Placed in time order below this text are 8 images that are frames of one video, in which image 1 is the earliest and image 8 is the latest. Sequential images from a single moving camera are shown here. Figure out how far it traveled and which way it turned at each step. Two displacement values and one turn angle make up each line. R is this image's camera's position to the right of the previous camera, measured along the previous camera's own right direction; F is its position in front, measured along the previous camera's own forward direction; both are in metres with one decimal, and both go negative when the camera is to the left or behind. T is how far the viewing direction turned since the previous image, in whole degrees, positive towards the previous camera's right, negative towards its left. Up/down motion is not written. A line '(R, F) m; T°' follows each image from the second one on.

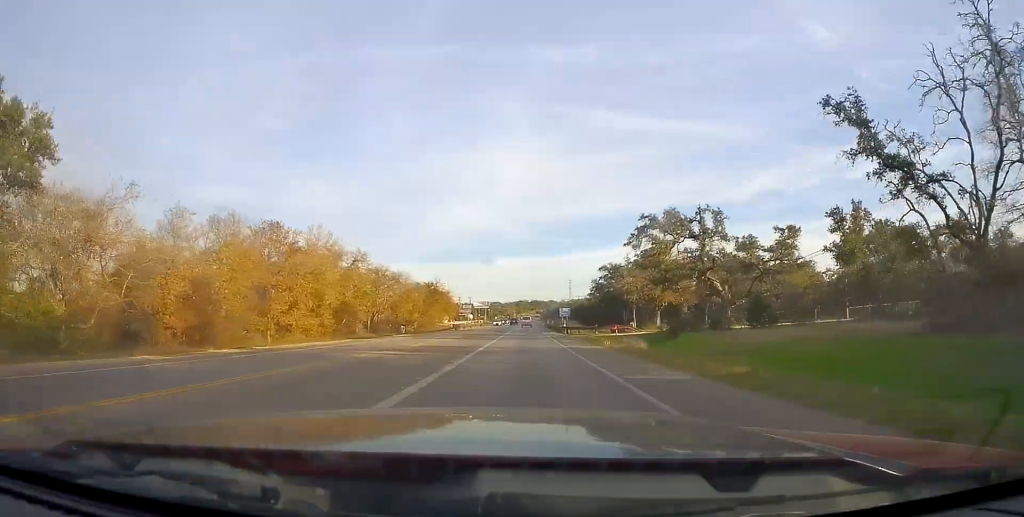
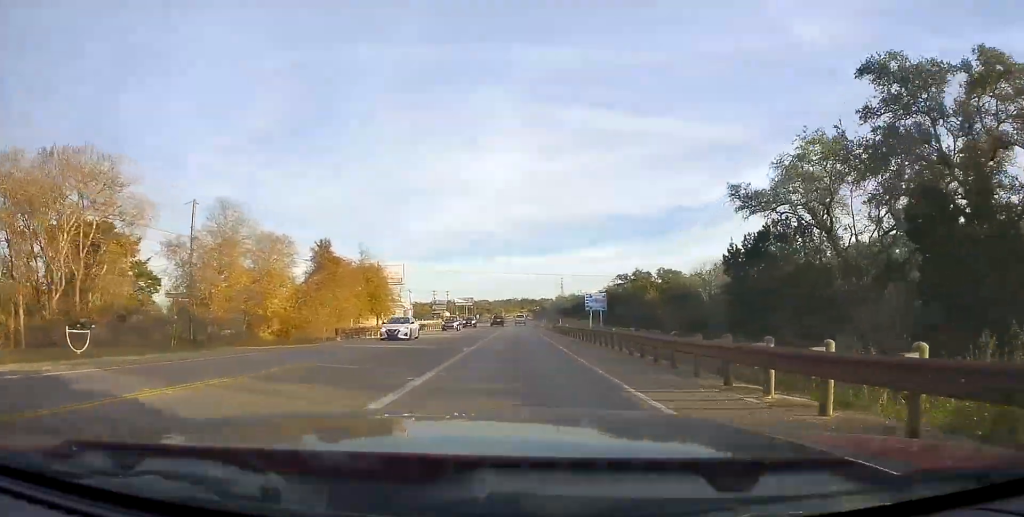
(+0.5, +54.5) m; +1°
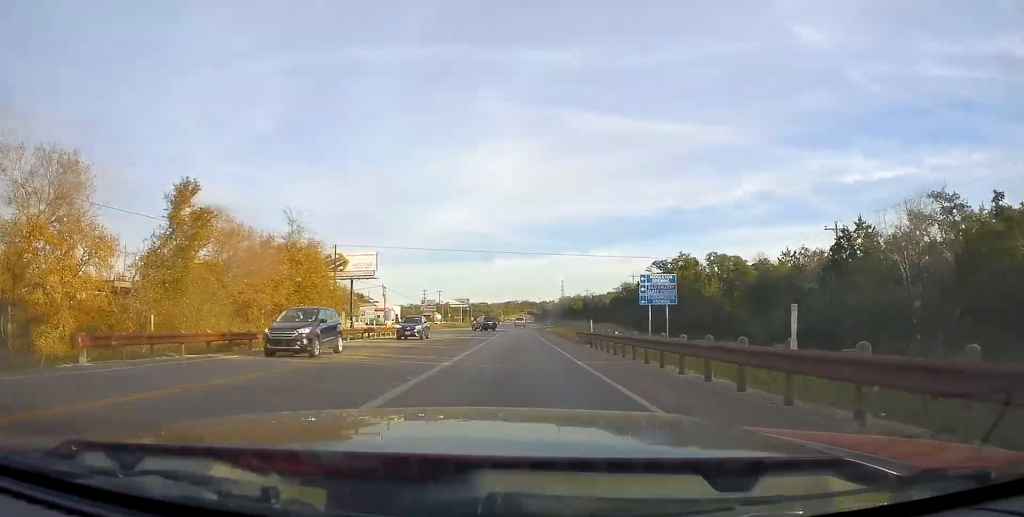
(0.0, +23.6) m; 0°
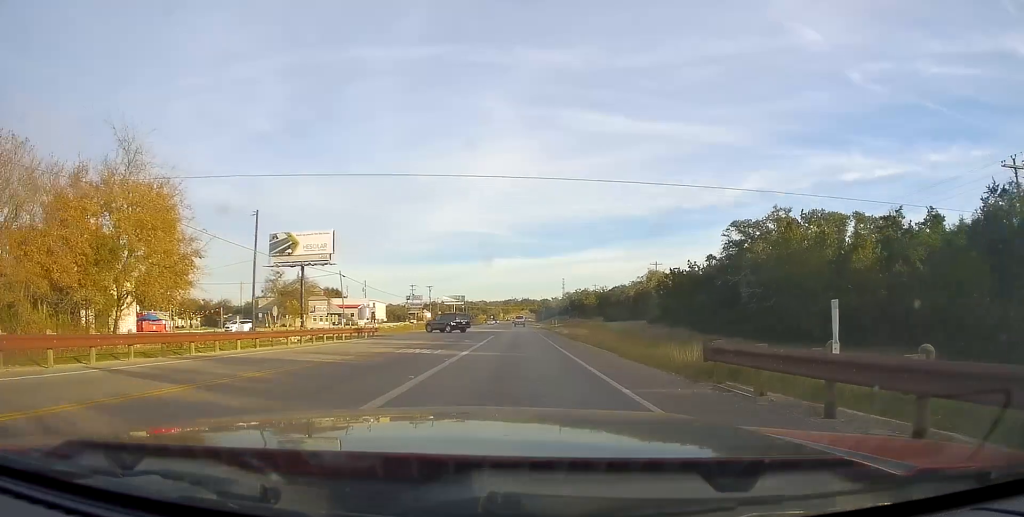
(+0.1, +24.0) m; 0°
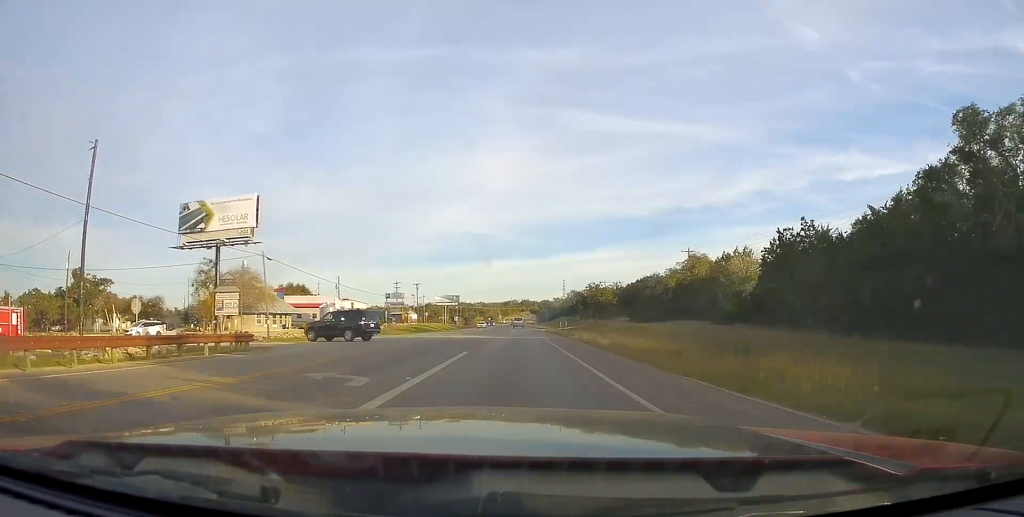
(0.0, +23.7) m; 0°
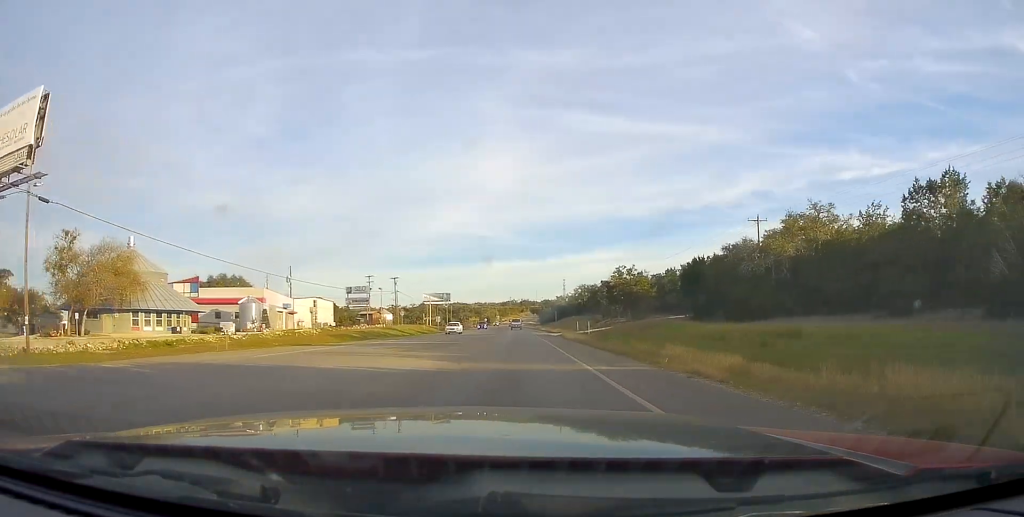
(+0.1, +29.7) m; 0°
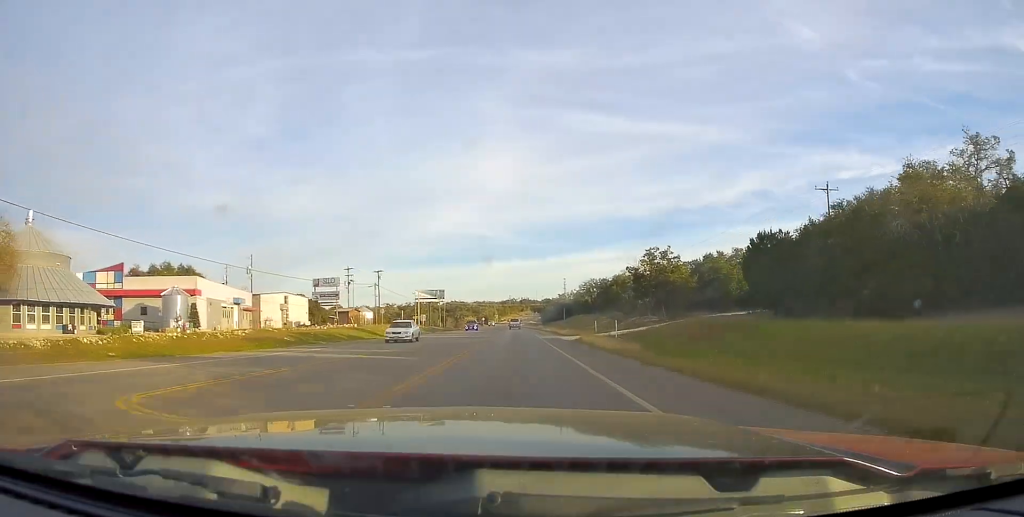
(+0.1, +16.8) m; 0°
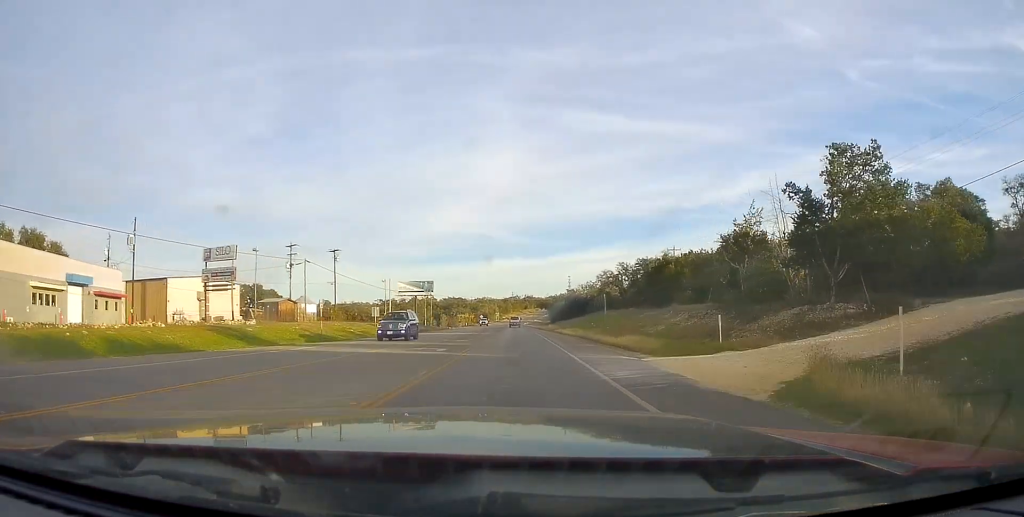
(-0.4, +32.5) m; -1°
